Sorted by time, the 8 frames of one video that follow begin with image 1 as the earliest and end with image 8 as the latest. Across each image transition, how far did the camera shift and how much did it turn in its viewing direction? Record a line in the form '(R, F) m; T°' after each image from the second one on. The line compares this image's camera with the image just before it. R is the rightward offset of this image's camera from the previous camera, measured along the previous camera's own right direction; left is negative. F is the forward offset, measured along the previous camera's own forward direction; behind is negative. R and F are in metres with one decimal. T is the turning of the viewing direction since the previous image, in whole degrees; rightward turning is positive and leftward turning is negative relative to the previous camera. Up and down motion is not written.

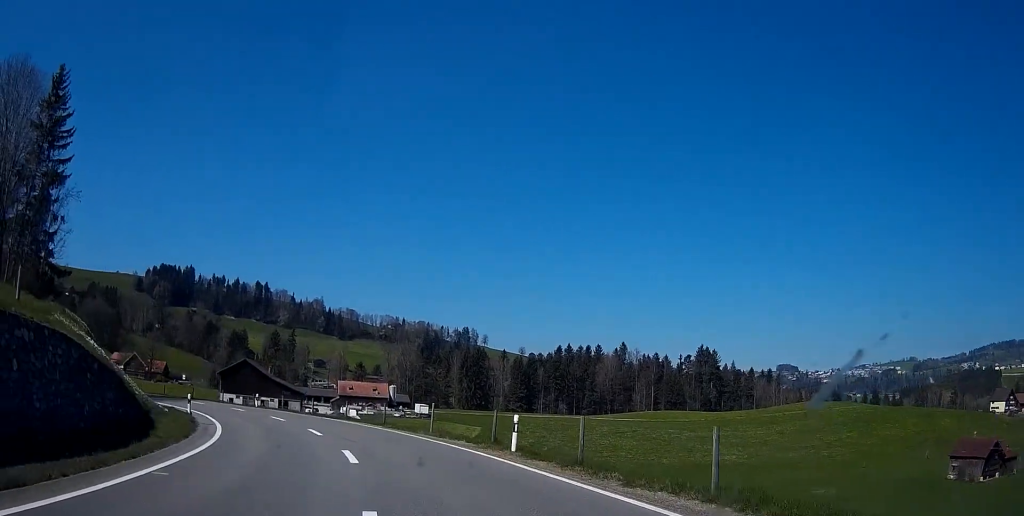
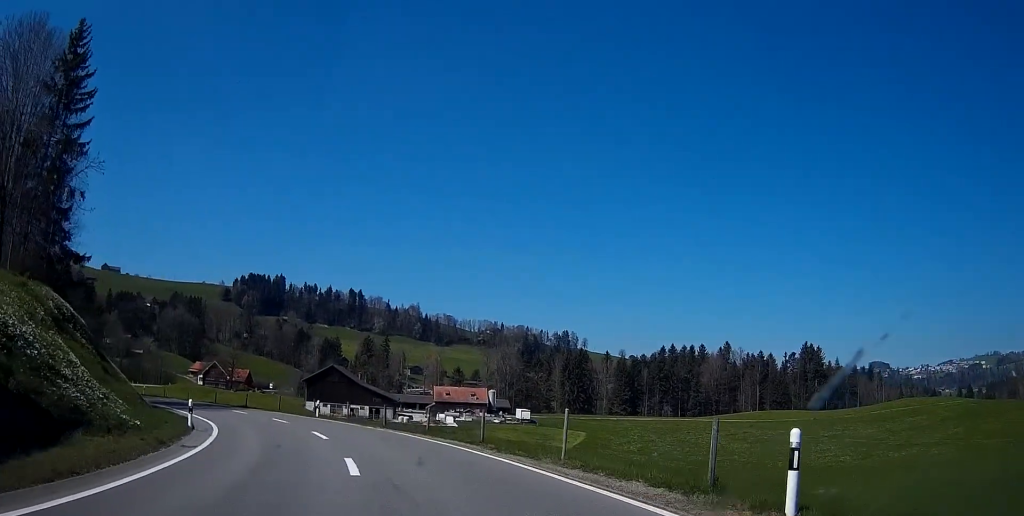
(-0.6, +11.1) m; -8°
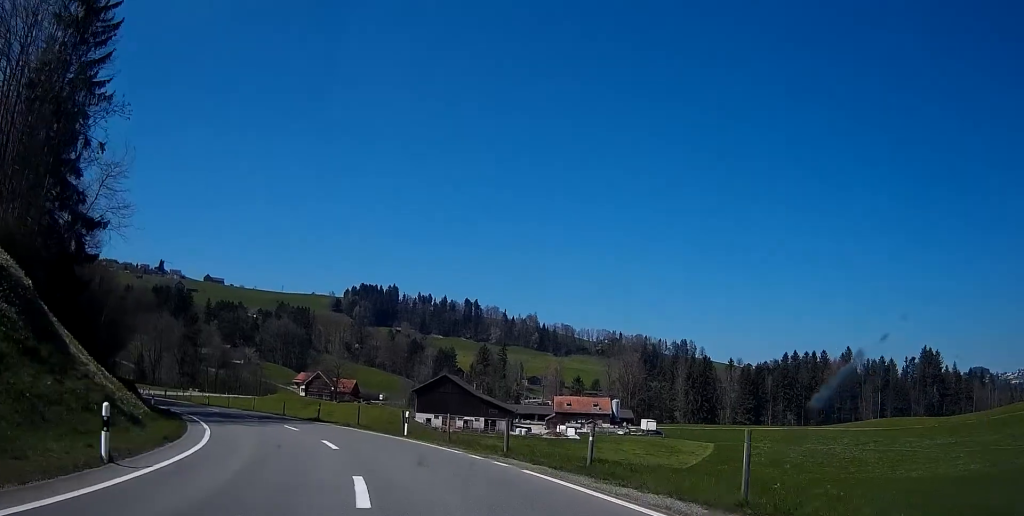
(-1.2, +12.5) m; -10°
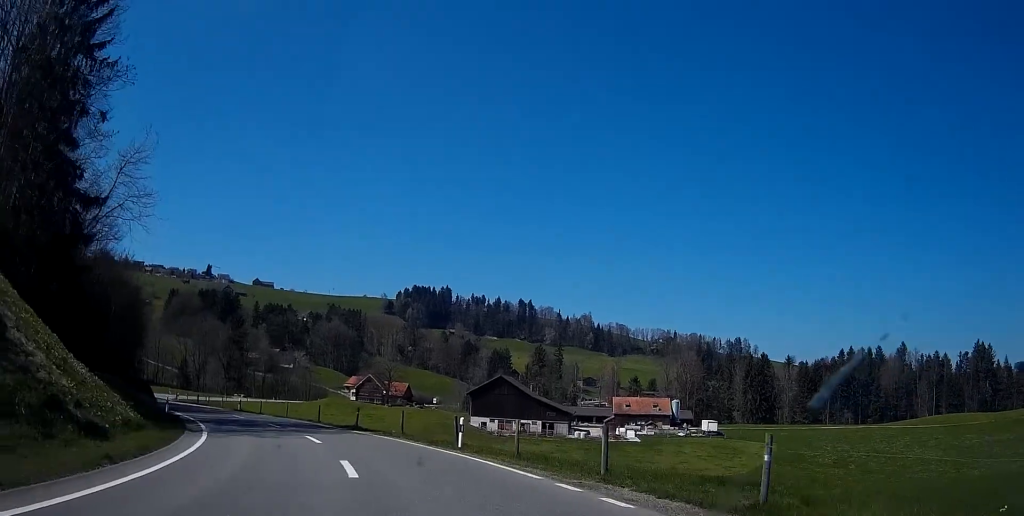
(0.0, +5.9) m; -4°
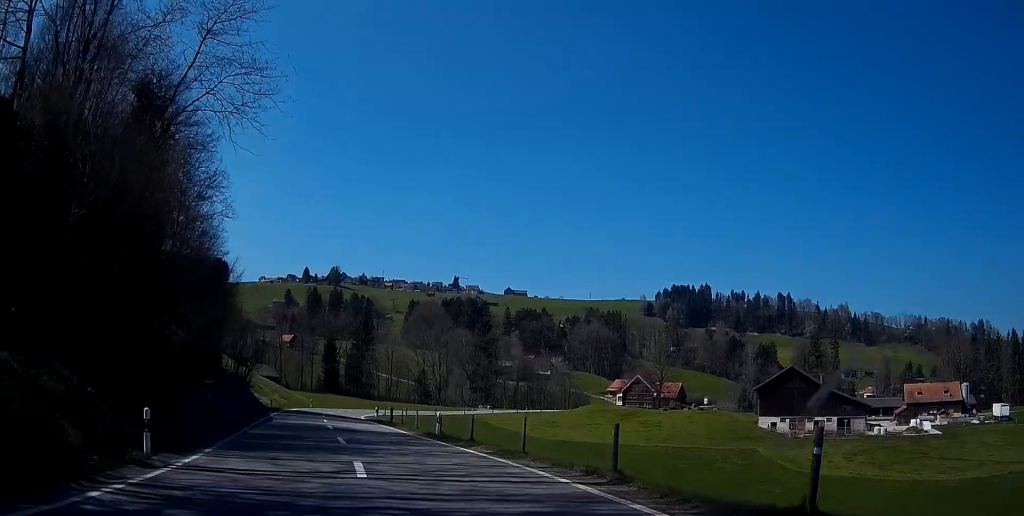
(-4.7, +26.9) m; -18°
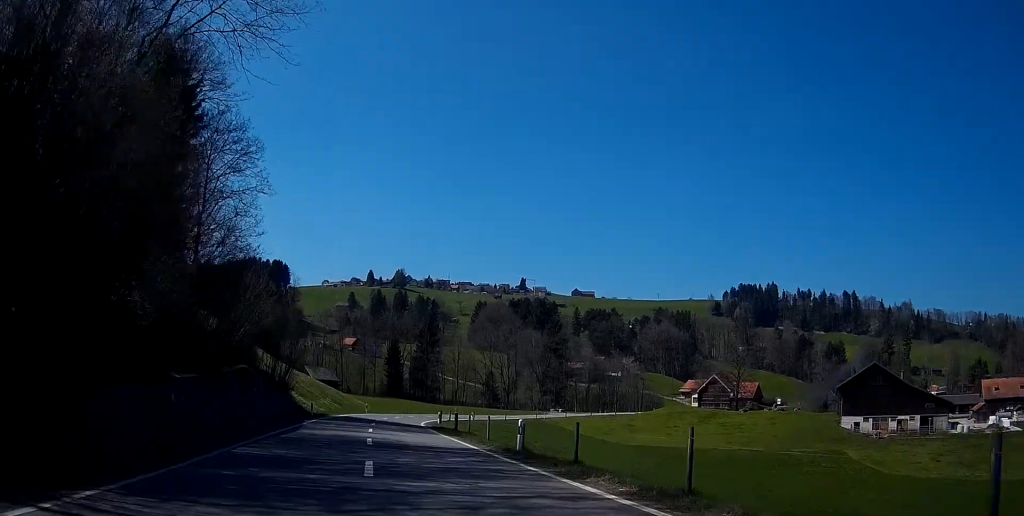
(-0.4, +8.9) m; -2°
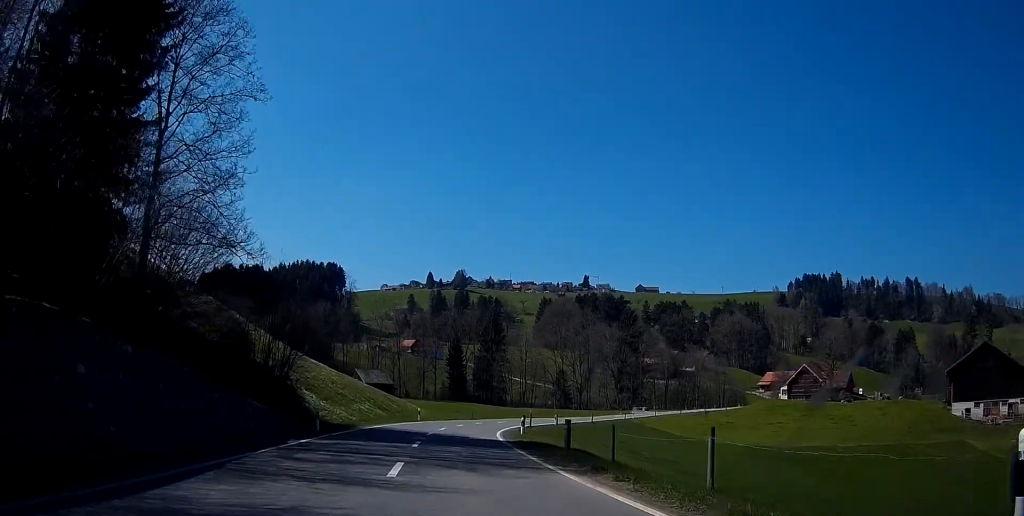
(-0.4, +18.6) m; -1°
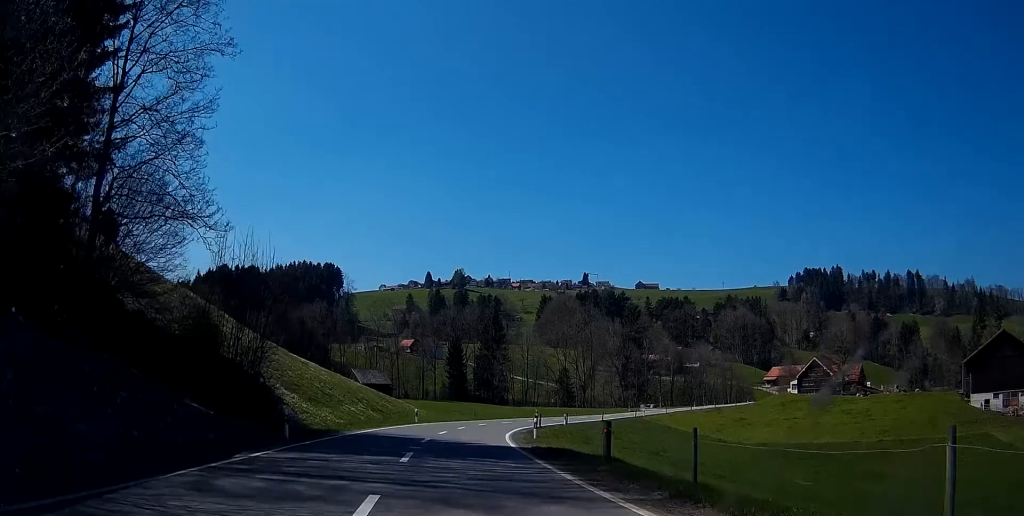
(0.0, +5.6) m; +1°
